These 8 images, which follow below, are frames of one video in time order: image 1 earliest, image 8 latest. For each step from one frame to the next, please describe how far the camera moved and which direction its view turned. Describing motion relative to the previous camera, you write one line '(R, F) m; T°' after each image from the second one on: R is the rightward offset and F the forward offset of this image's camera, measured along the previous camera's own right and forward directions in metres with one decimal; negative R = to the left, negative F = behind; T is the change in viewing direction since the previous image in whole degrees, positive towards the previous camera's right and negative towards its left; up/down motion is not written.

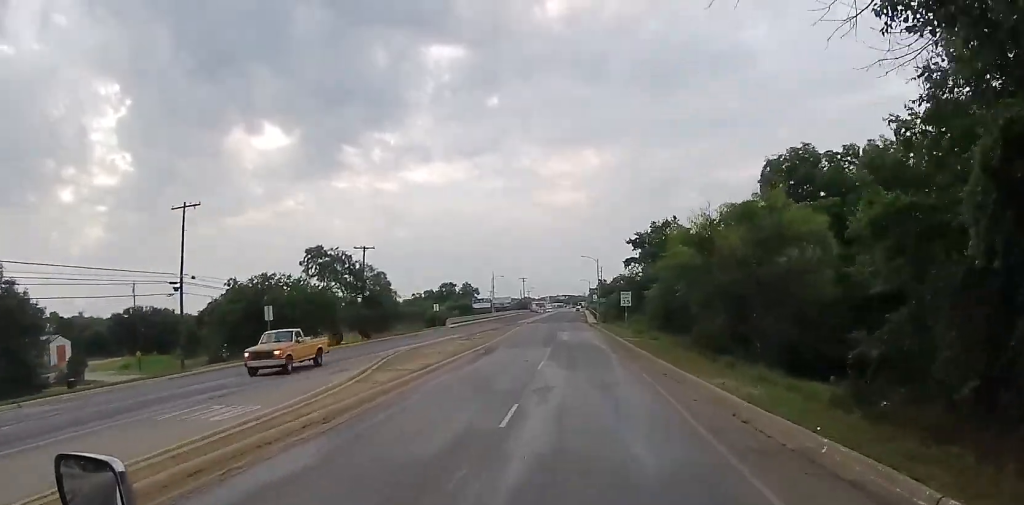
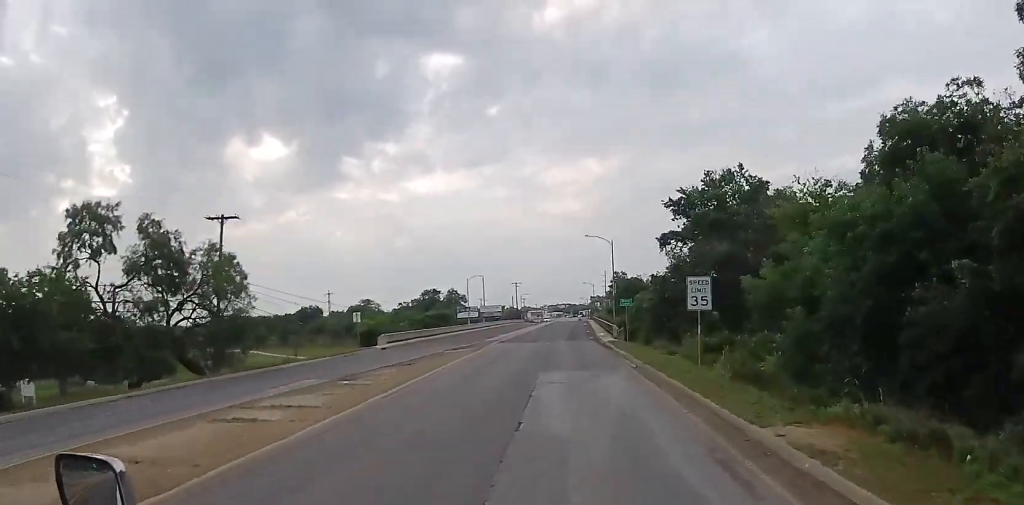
(+0.1, +32.1) m; 0°
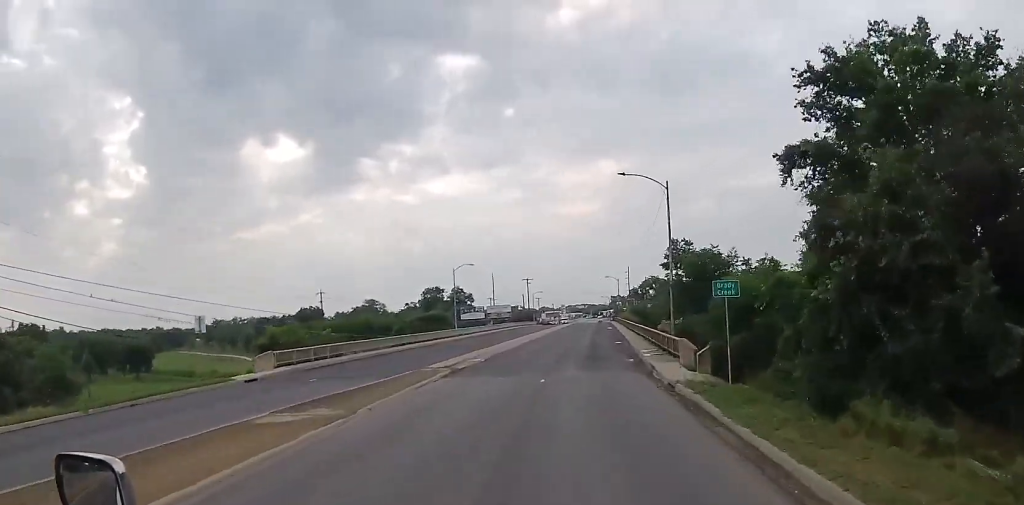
(-0.5, +25.7) m; -2°
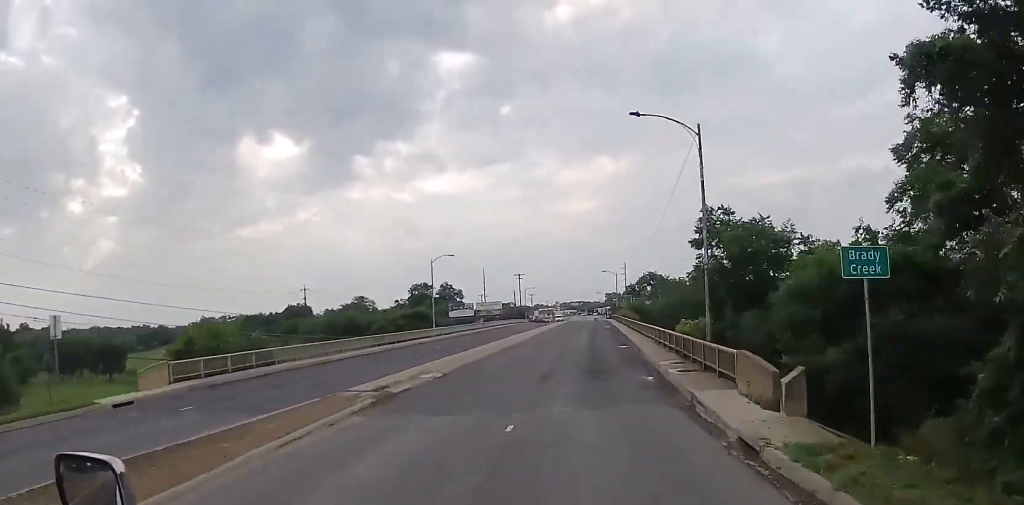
(-0.5, +9.4) m; +1°
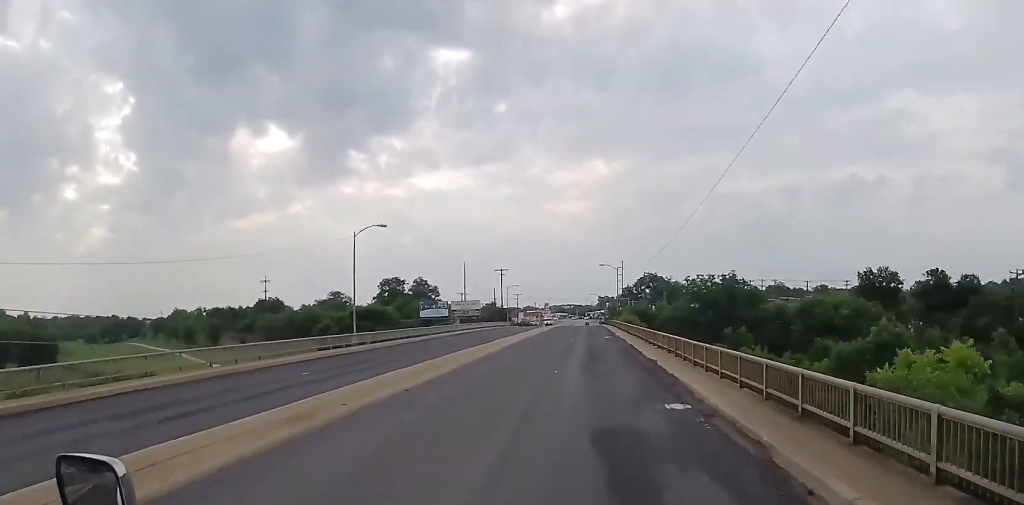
(+1.3, +23.4) m; +2°
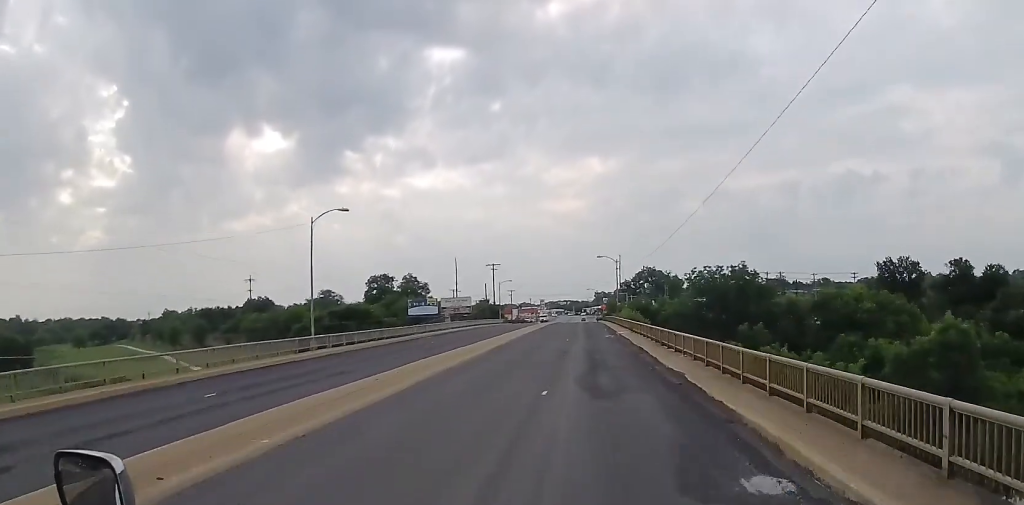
(-0.1, +7.6) m; -1°
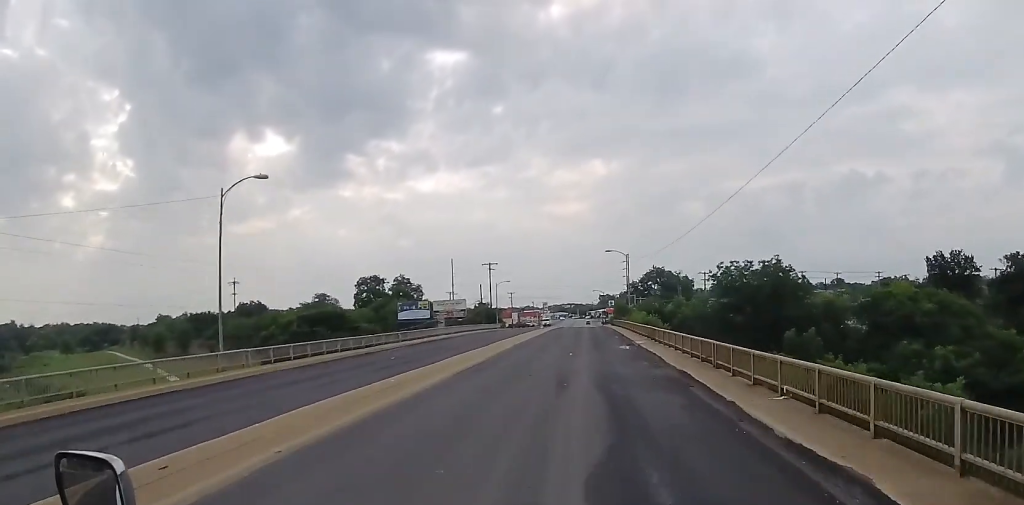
(-0.2, +12.2) m; -1°
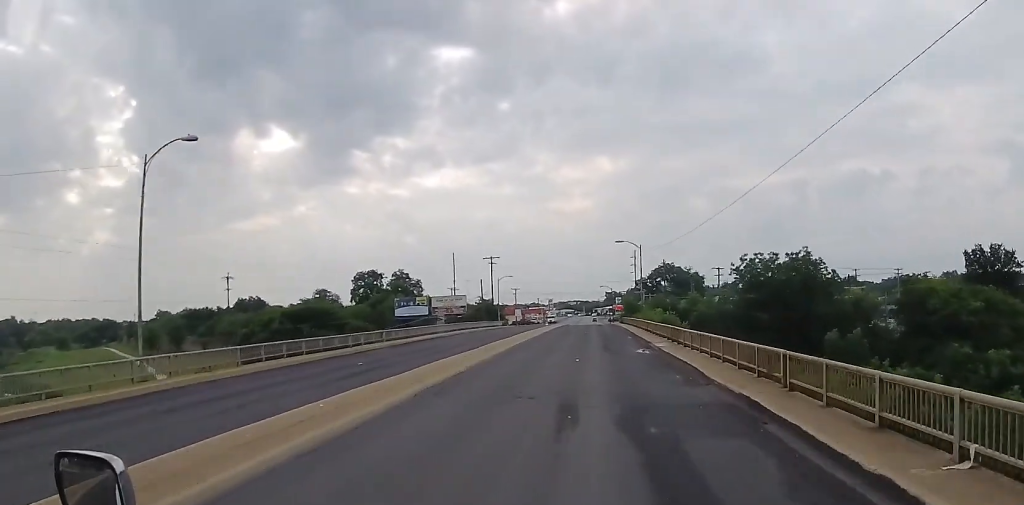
(-0.1, +7.0) m; 0°
